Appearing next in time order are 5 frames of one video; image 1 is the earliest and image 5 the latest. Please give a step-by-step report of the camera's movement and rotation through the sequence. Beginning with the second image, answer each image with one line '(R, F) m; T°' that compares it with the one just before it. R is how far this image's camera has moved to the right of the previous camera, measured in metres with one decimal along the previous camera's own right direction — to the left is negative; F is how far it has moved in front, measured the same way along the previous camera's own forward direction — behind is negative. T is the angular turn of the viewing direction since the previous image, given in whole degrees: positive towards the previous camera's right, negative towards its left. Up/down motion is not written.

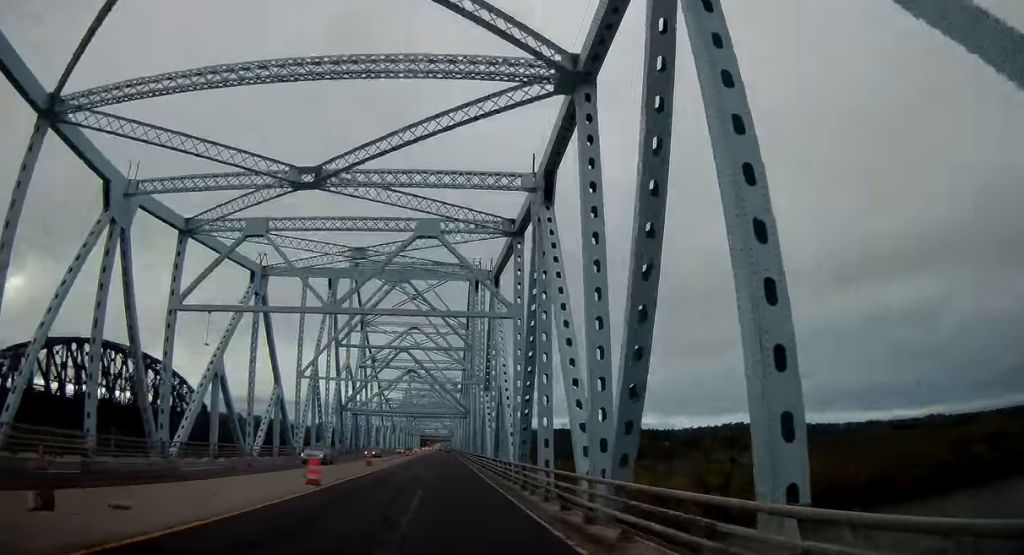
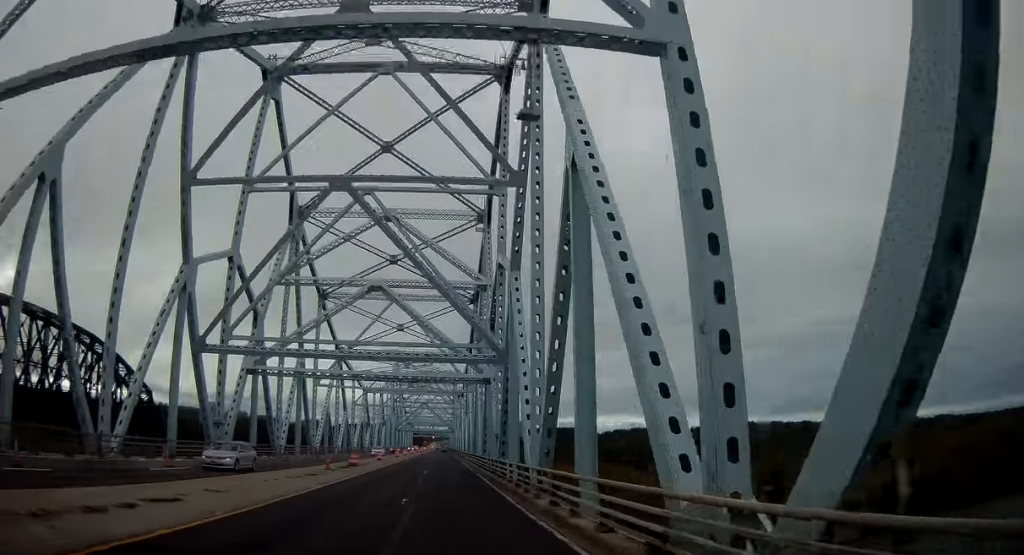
(+0.1, +62.0) m; 0°
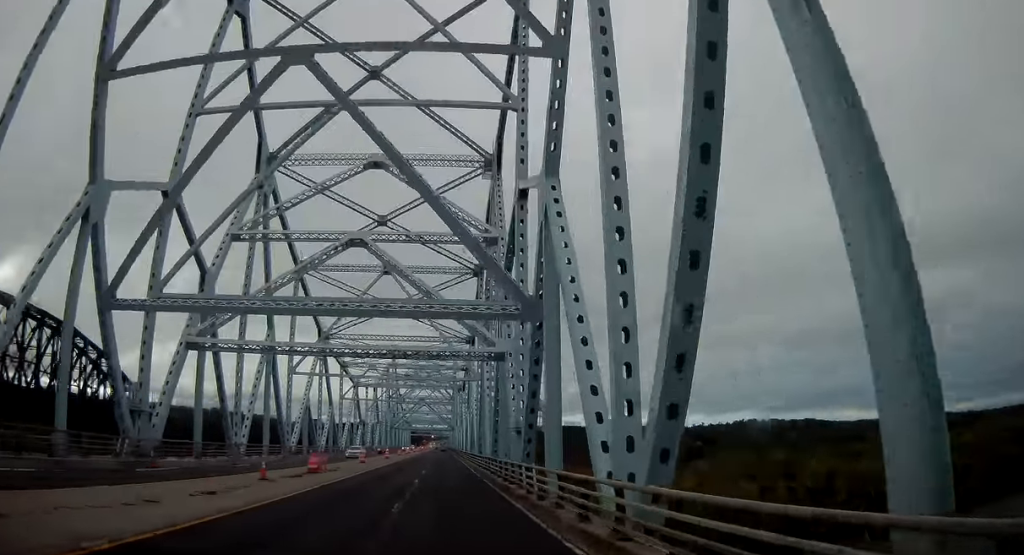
(-0.1, +13.3) m; 0°
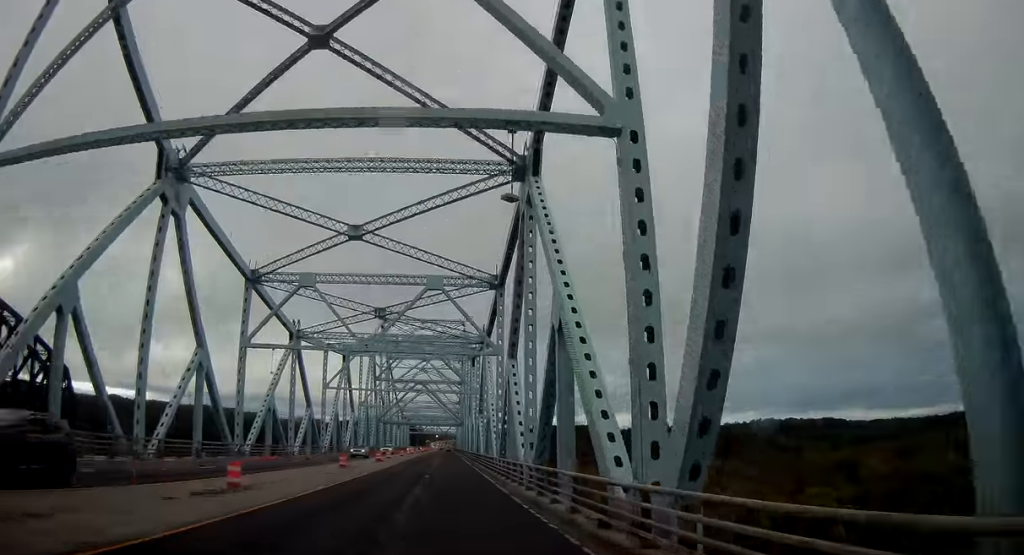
(+0.1, +55.2) m; +1°
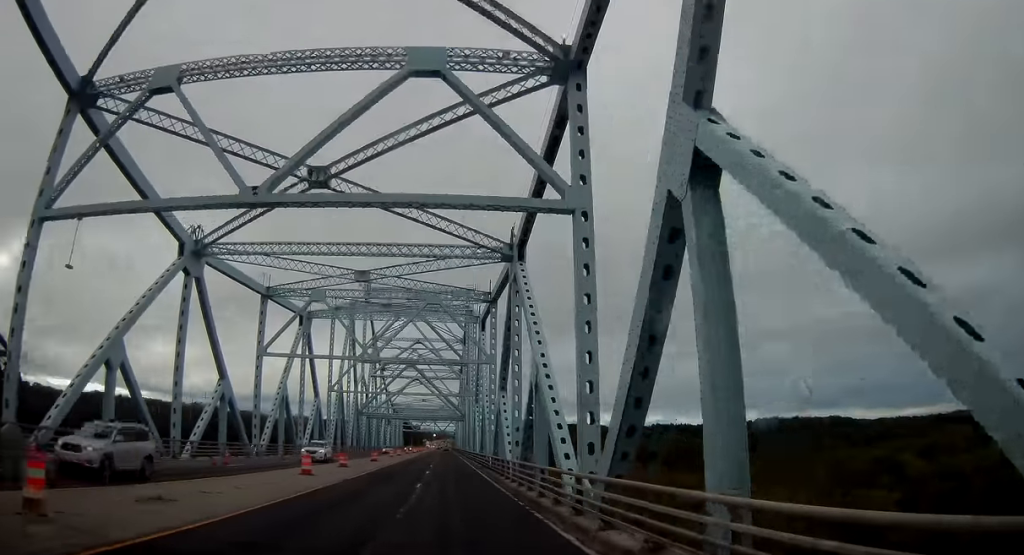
(0.0, +30.7) m; 0°
